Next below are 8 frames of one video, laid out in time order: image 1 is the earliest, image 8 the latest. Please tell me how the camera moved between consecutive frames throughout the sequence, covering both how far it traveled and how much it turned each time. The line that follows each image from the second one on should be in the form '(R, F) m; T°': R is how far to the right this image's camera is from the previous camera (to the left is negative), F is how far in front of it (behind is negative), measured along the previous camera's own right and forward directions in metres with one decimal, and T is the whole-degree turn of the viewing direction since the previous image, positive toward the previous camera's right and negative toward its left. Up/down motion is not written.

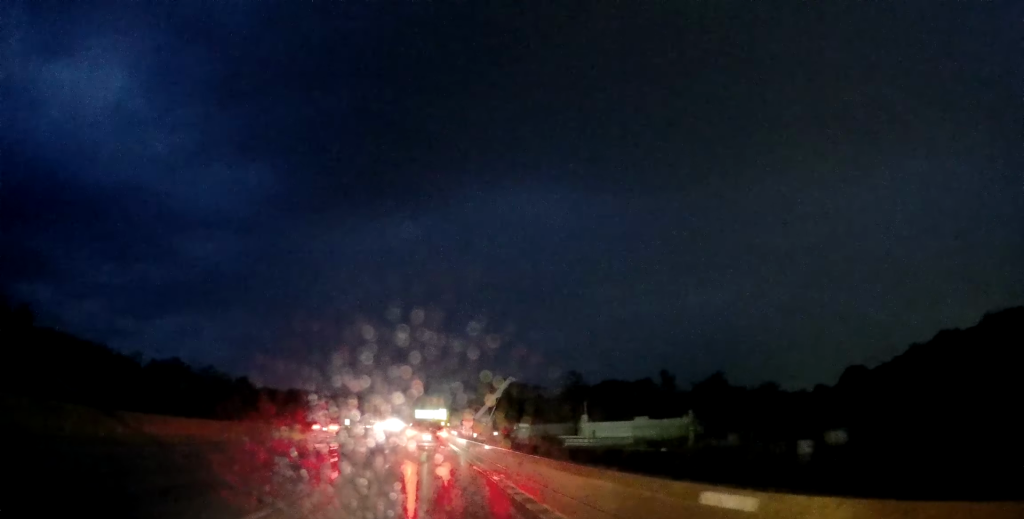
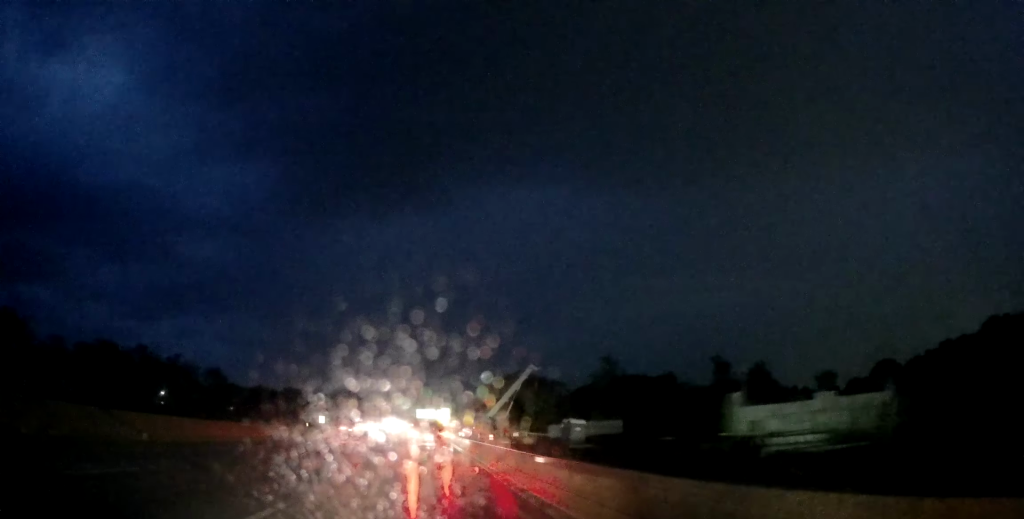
(-0.3, +23.1) m; -1°
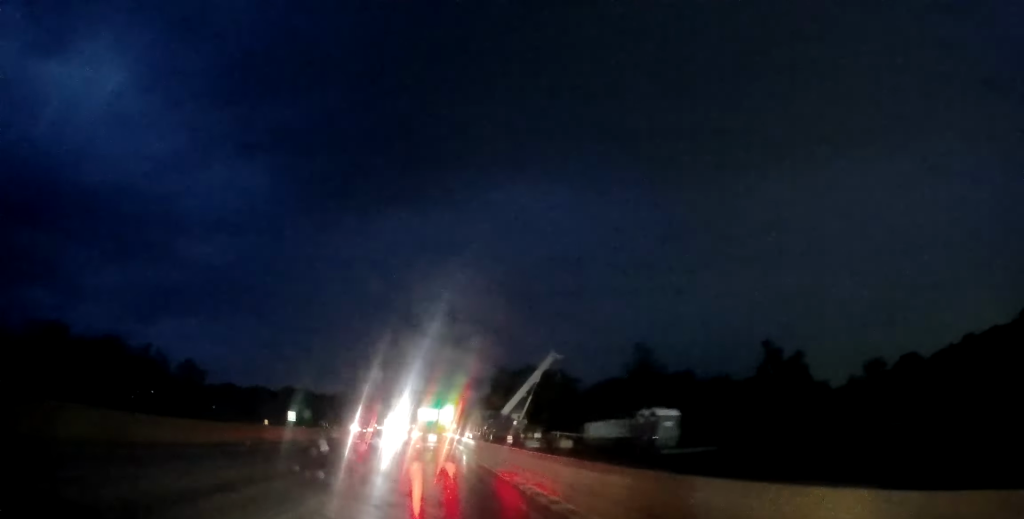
(-0.1, +16.4) m; 0°
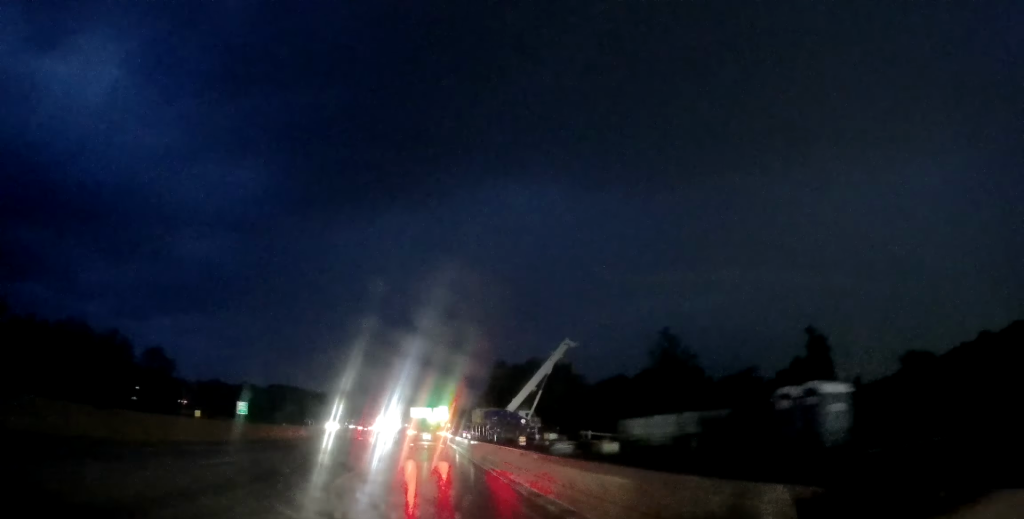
(+0.3, +13.0) m; 0°
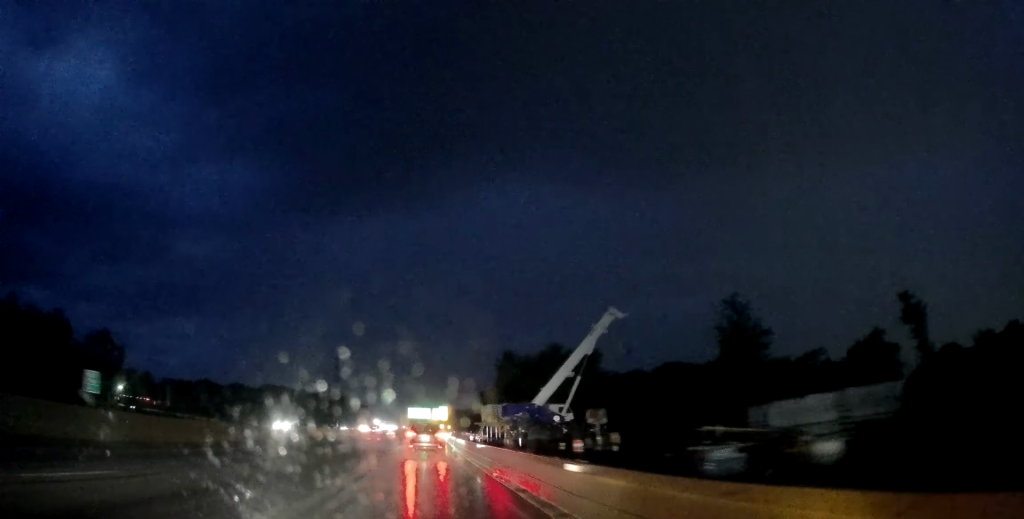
(-0.5, +19.9) m; -1°
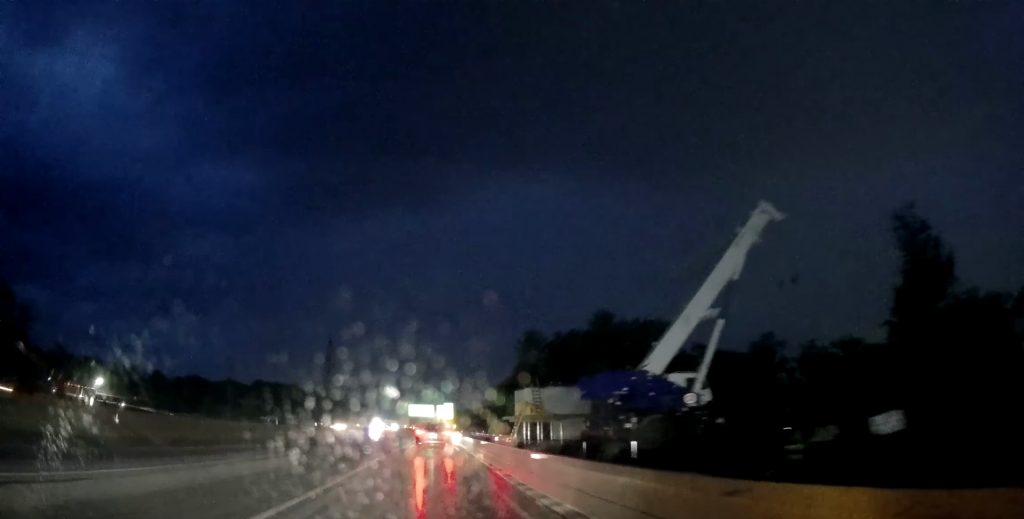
(+0.4, +26.8) m; +1°
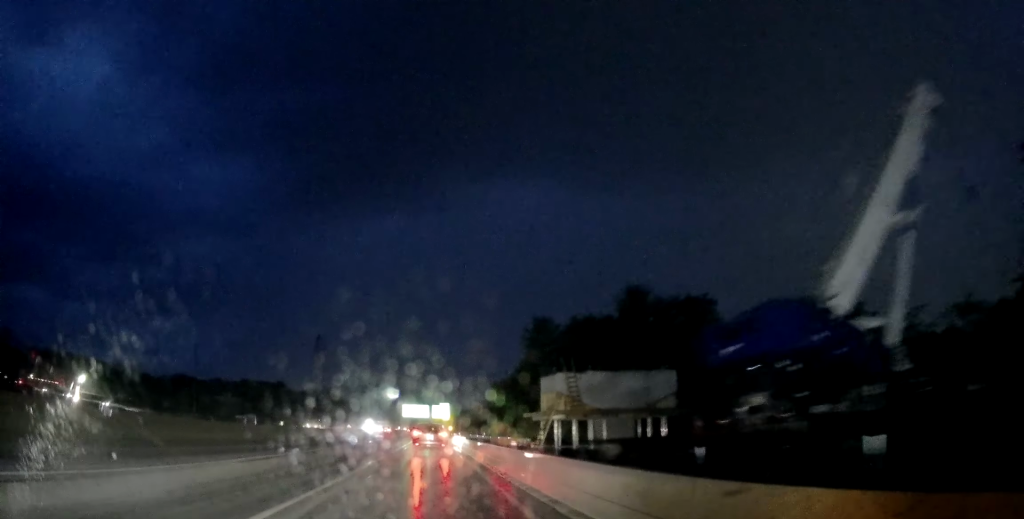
(-0.1, +13.2) m; 0°
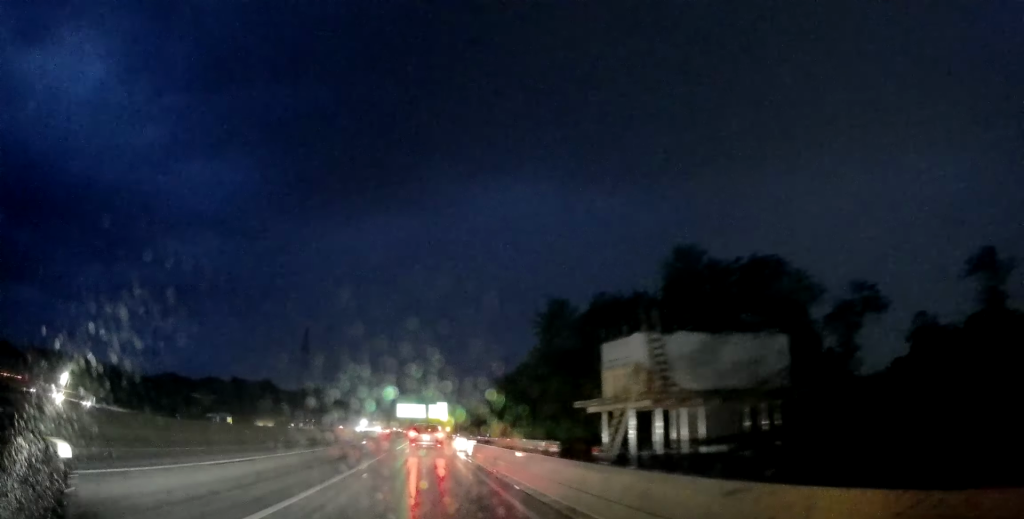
(+0.1, +13.2) m; +1°
